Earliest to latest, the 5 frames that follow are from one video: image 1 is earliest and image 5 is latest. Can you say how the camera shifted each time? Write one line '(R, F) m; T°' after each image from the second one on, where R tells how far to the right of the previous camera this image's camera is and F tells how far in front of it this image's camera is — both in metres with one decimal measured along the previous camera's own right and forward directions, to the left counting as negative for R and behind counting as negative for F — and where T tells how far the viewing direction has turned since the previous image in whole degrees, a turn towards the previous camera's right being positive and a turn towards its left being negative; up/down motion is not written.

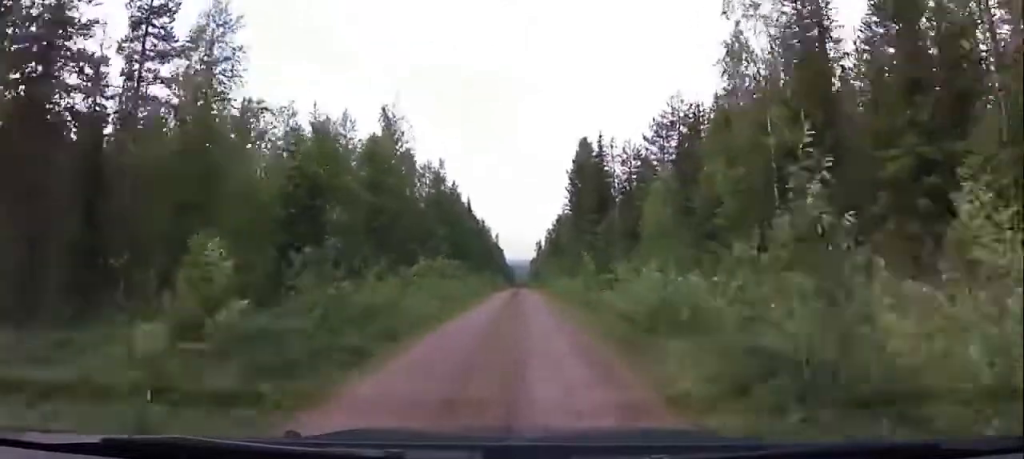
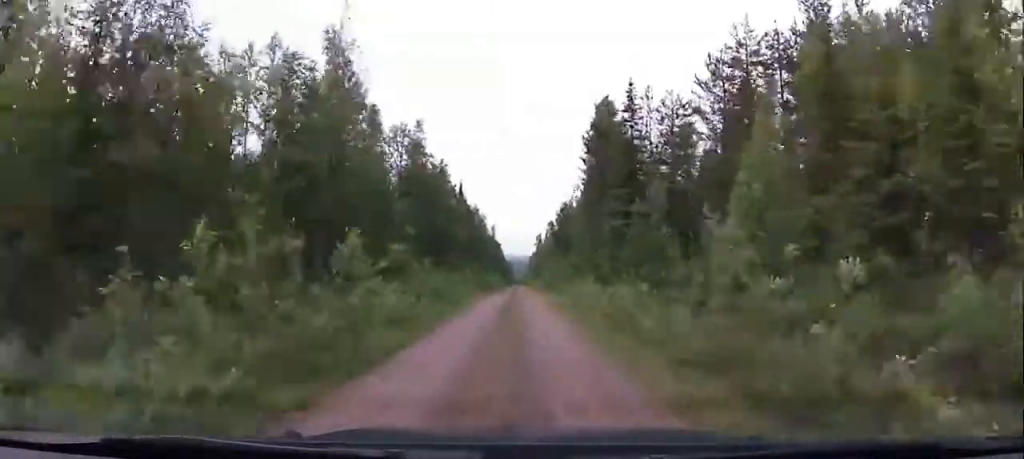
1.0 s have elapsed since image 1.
(-0.6, +14.0) m; -3°
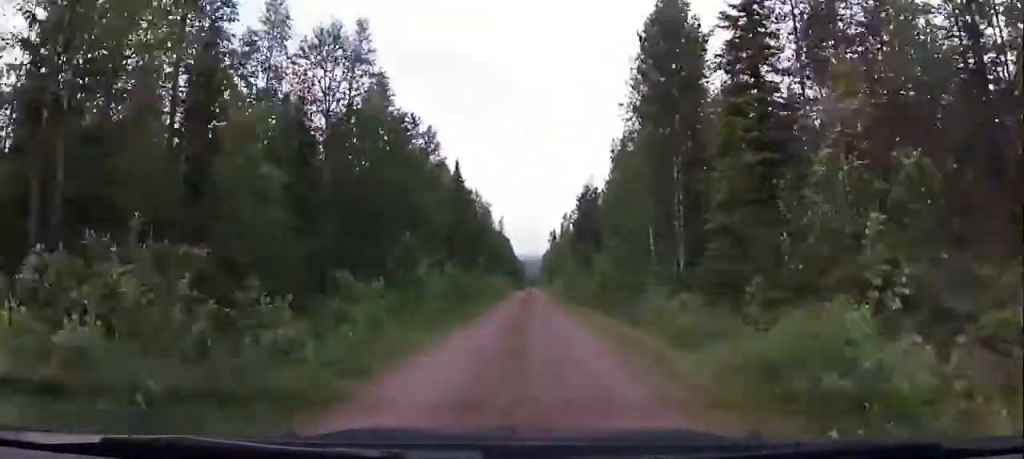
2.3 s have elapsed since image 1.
(-0.3, +19.2) m; -1°
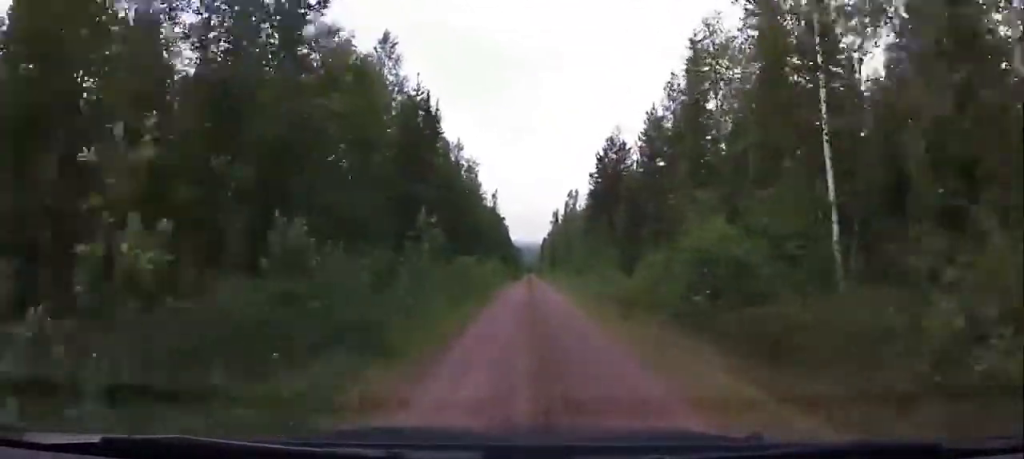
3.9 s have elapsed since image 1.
(-0.4, +22.3) m; -1°
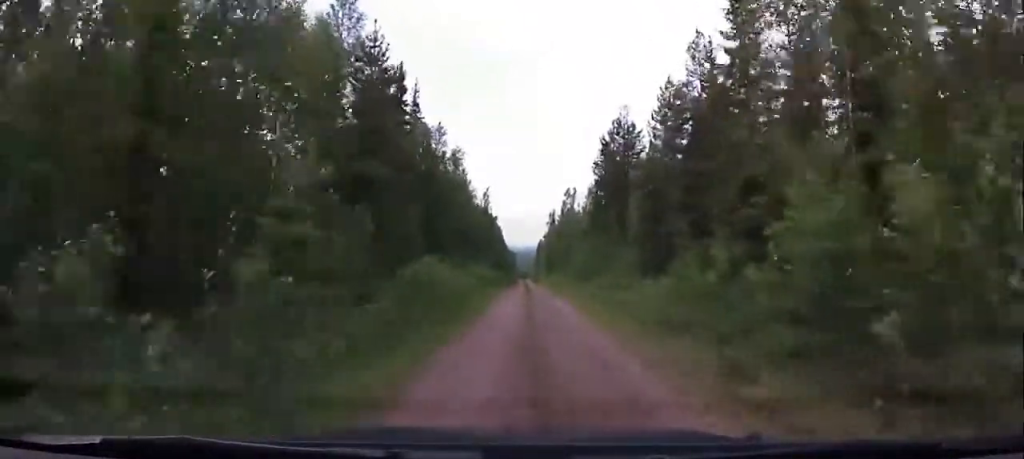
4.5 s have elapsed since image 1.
(+0.1, +7.9) m; 0°
